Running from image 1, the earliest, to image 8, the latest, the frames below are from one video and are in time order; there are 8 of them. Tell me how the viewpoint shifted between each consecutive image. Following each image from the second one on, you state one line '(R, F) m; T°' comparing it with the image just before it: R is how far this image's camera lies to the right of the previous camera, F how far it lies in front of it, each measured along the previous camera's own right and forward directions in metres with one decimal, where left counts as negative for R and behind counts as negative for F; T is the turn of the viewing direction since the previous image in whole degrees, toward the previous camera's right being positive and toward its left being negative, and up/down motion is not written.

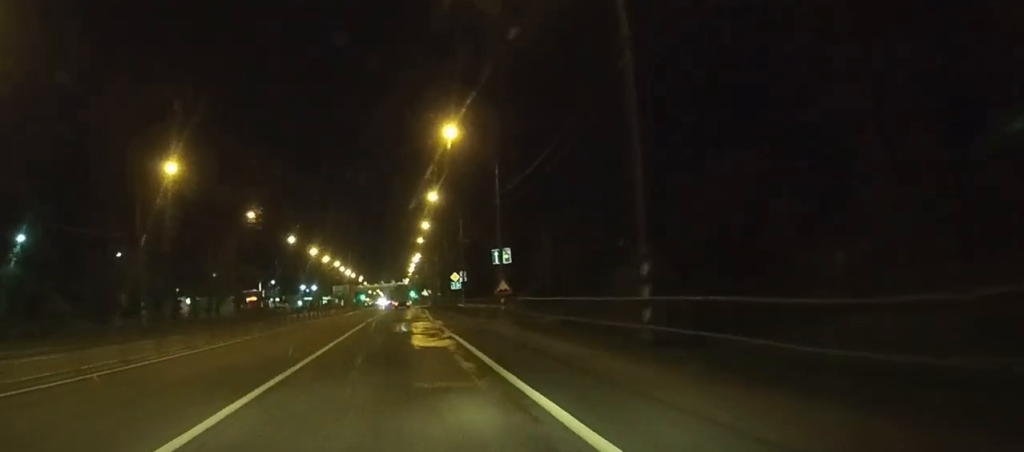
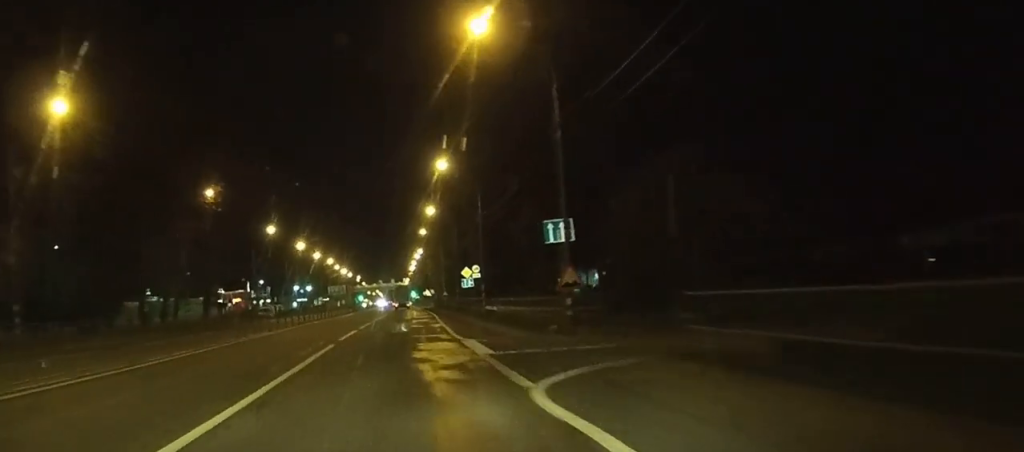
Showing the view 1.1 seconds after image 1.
(0.0, +20.8) m; 0°
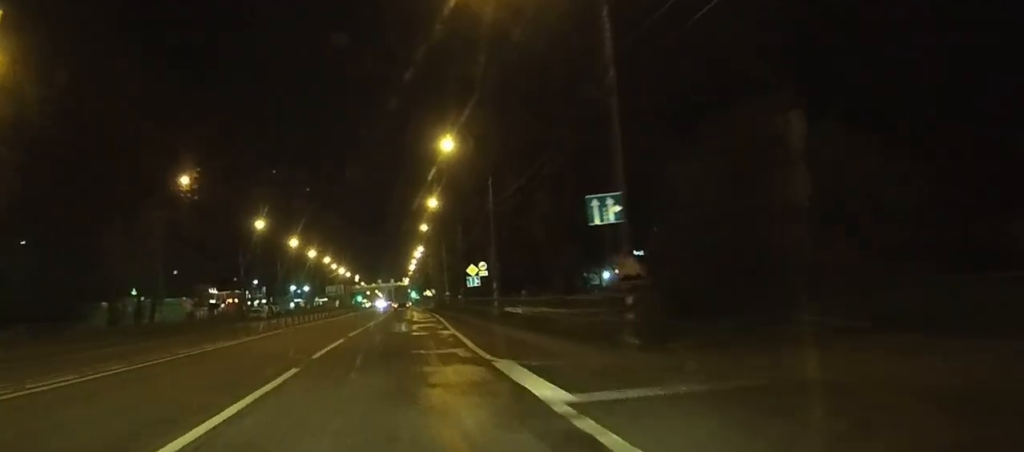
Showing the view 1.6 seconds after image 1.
(0.0, +8.5) m; 0°
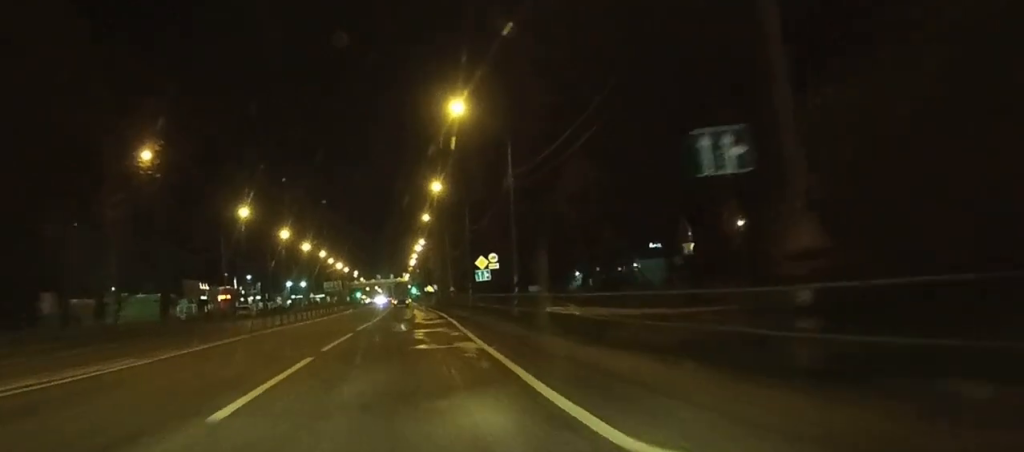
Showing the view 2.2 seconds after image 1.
(0.0, +10.3) m; 0°
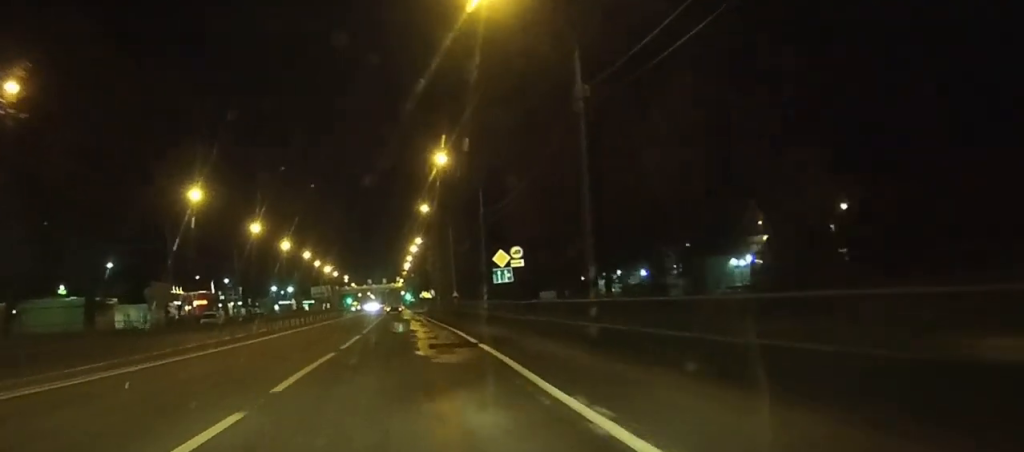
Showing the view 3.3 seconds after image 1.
(0.0, +19.9) m; +1°
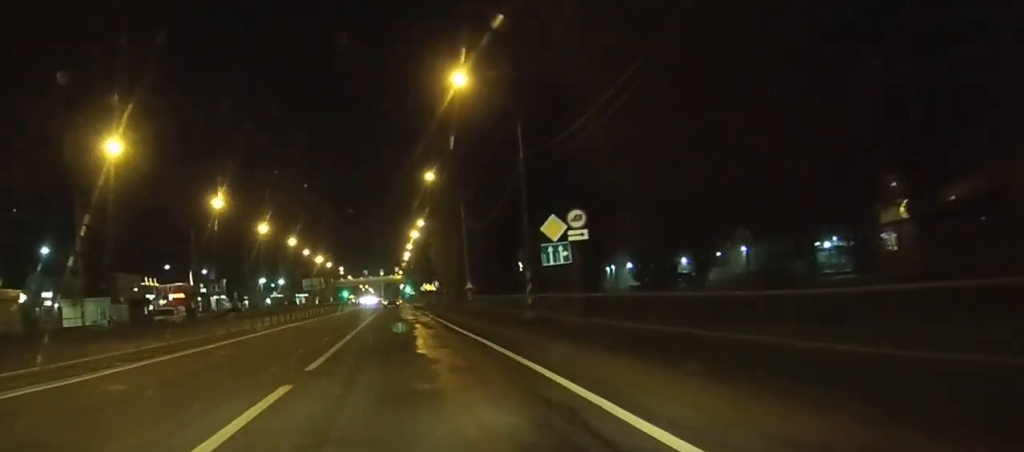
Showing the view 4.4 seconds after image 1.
(+0.5, +20.9) m; 0°
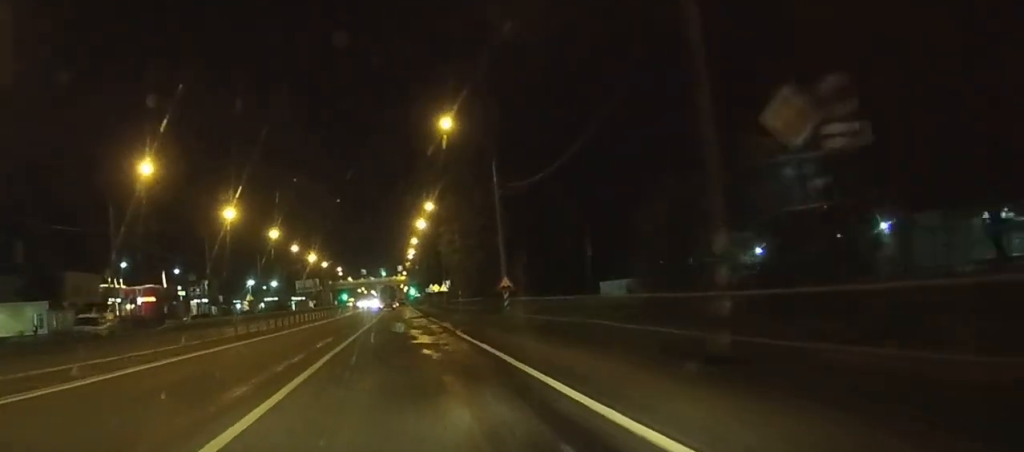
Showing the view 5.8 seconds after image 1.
(-1.1, +24.3) m; -3°
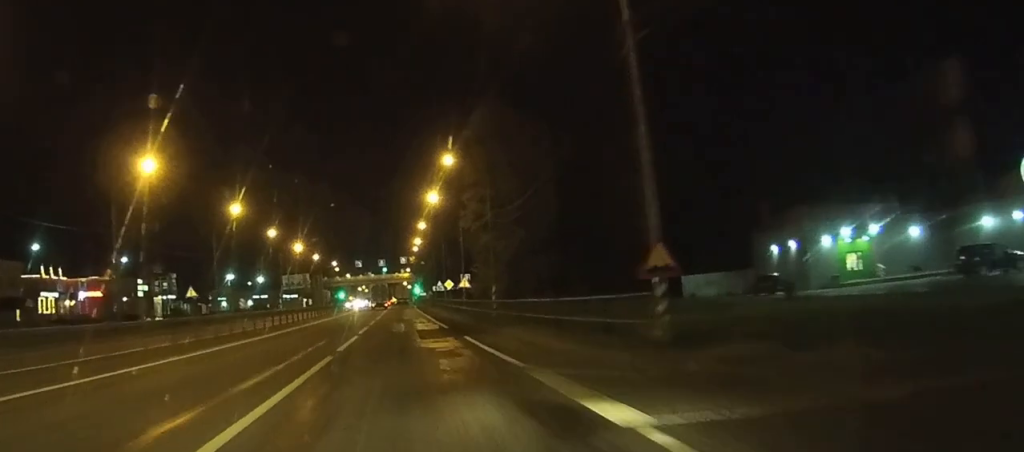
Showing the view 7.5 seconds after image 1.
(+0.8, +30.6) m; +2°
